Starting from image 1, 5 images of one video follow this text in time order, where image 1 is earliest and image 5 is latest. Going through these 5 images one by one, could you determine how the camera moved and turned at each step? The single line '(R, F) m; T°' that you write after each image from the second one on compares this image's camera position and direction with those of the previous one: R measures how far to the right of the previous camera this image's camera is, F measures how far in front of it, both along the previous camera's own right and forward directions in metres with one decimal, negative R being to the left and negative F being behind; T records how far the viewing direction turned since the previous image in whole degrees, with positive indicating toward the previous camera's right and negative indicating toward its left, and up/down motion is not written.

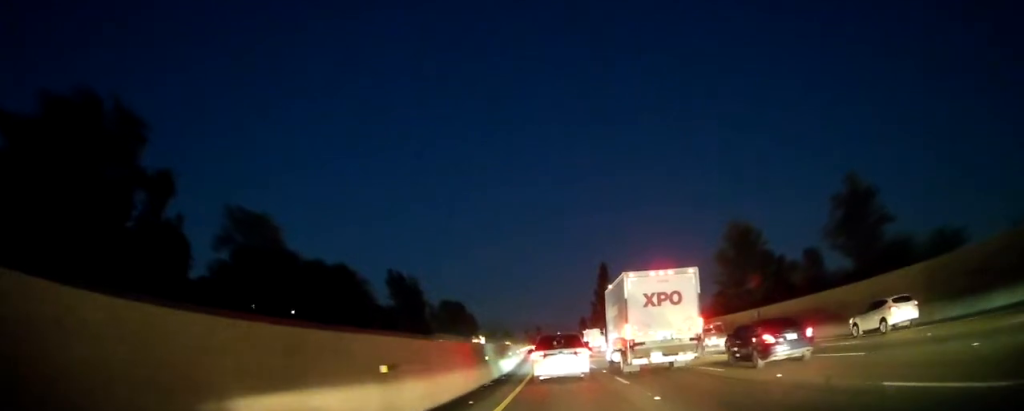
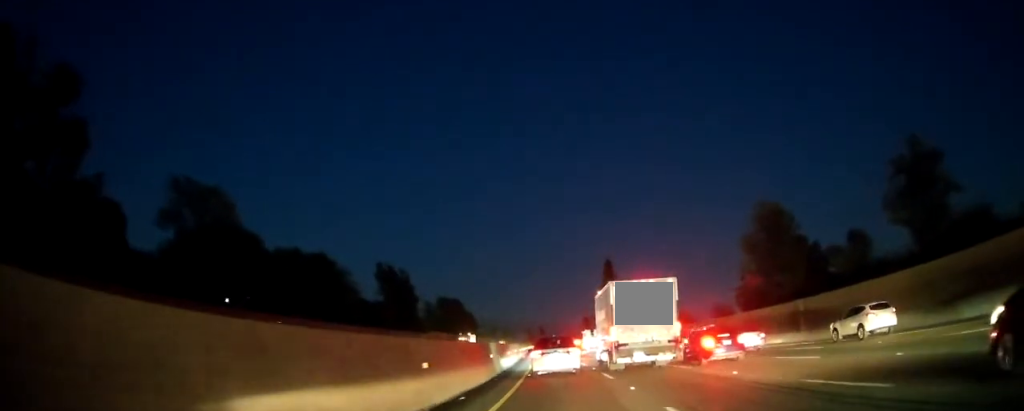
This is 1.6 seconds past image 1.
(+0.3, +8.5) m; +2°
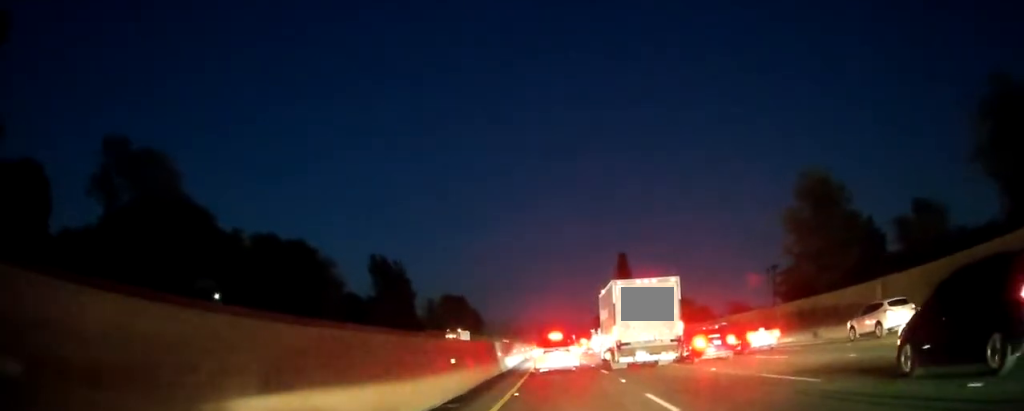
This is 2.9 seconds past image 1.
(-0.3, +10.2) m; -1°
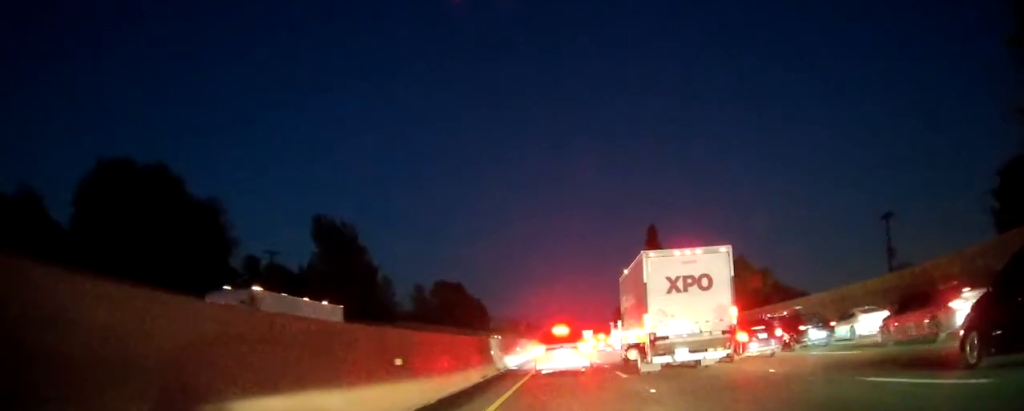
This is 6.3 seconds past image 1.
(-0.5, +33.6) m; -1°
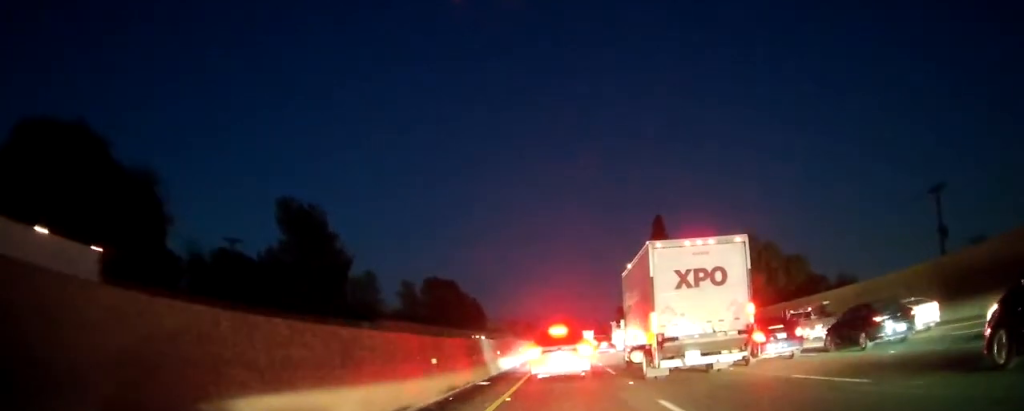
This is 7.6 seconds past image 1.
(+0.1, +12.8) m; 0°
